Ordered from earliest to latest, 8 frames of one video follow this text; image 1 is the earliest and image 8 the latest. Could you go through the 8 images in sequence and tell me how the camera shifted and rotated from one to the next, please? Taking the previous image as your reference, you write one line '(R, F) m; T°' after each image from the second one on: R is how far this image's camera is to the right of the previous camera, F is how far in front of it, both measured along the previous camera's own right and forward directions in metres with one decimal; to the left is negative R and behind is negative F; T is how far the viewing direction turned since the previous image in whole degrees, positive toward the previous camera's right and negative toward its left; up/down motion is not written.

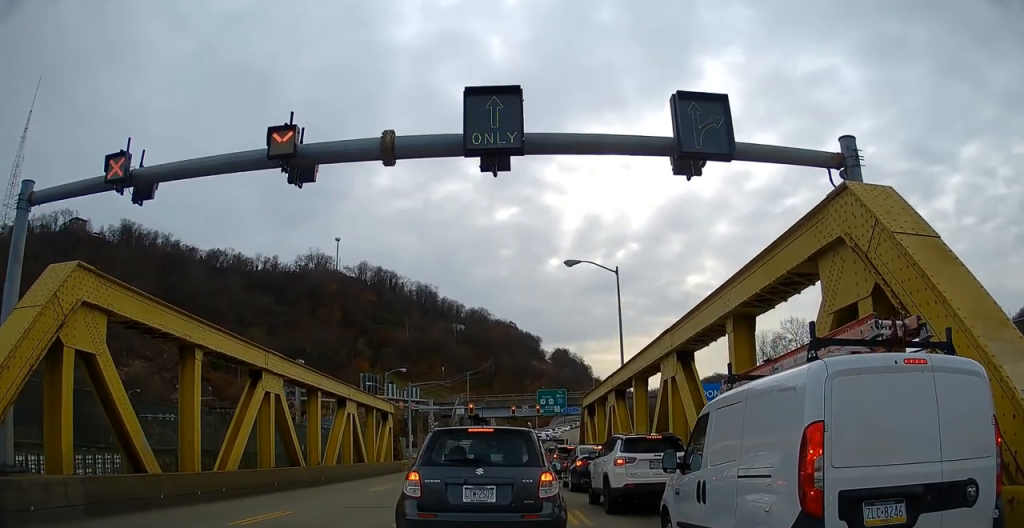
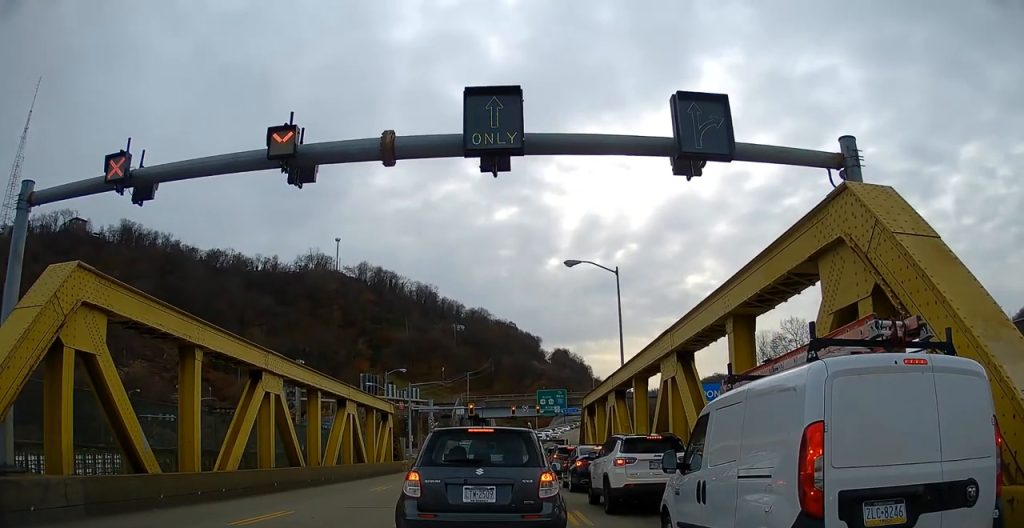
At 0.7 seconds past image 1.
(0.0, 0.0) m; 0°
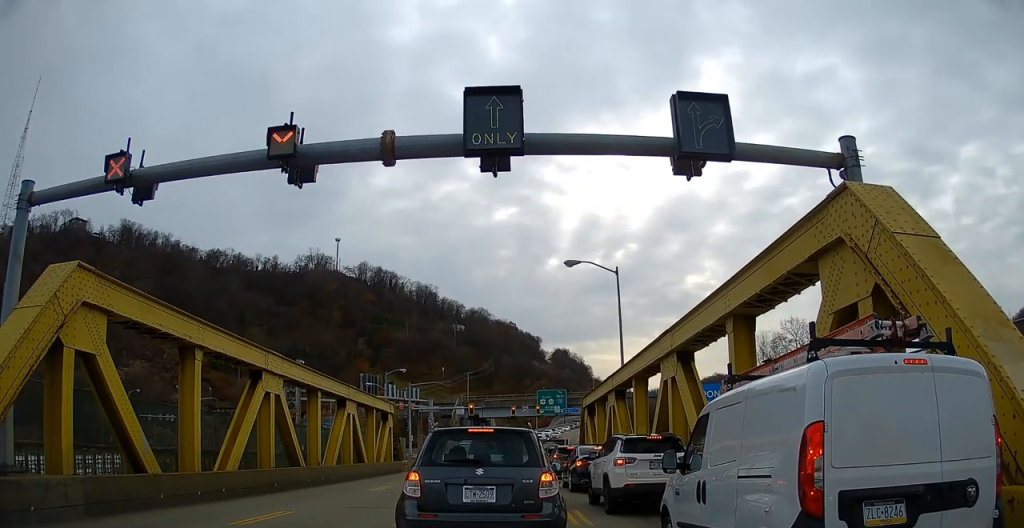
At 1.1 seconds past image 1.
(0.0, 0.0) m; 0°
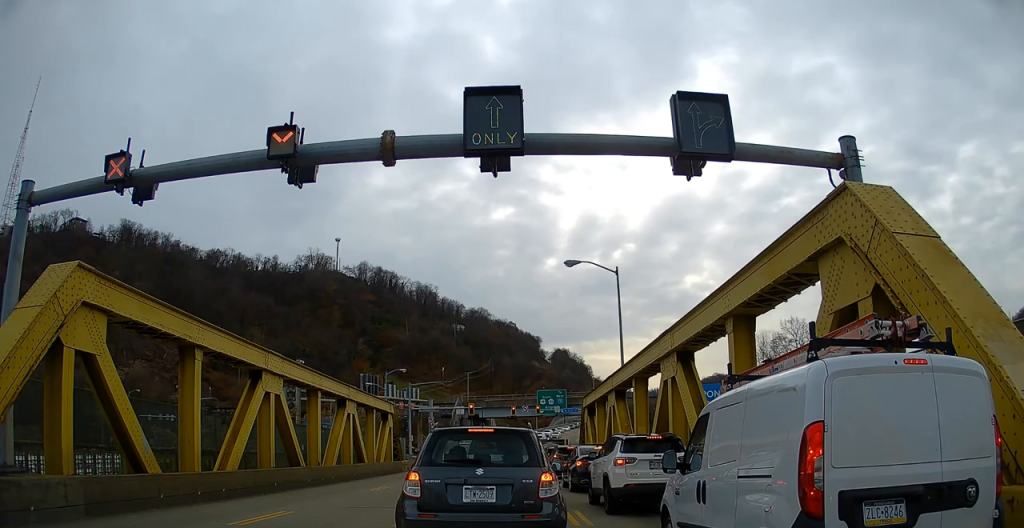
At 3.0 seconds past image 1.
(0.0, 0.0) m; 0°
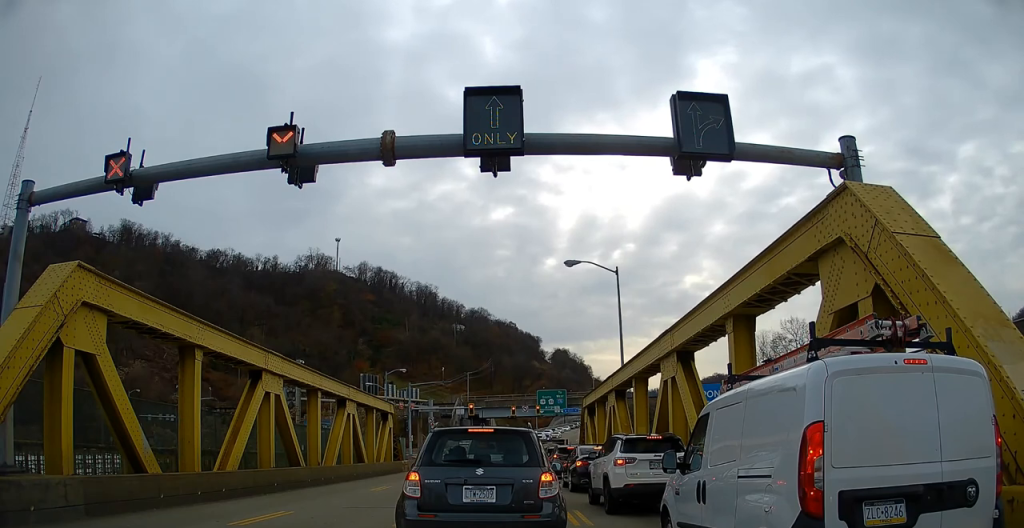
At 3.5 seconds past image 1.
(0.0, 0.0) m; 0°
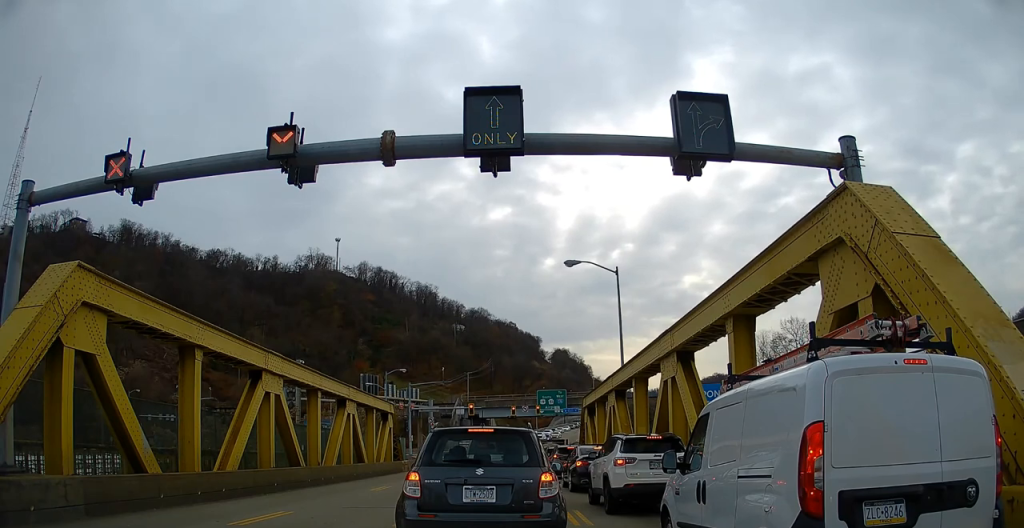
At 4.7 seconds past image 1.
(0.0, 0.0) m; 0°
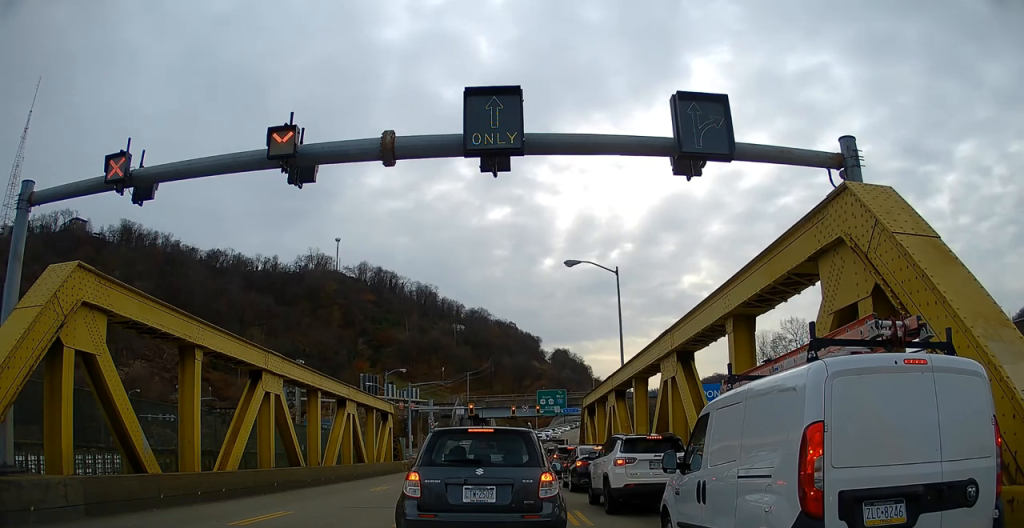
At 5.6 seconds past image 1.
(0.0, 0.0) m; 0°
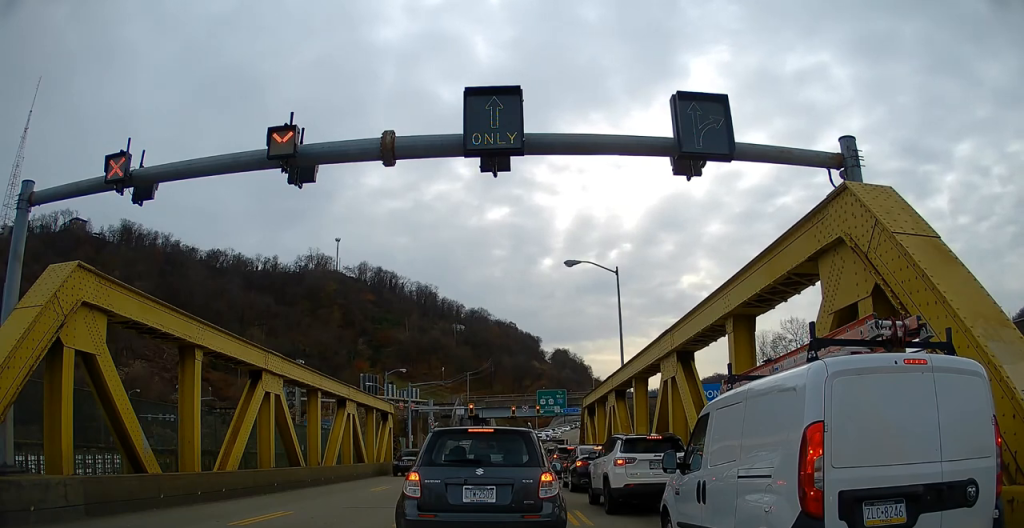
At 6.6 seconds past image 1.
(0.0, 0.0) m; 0°
